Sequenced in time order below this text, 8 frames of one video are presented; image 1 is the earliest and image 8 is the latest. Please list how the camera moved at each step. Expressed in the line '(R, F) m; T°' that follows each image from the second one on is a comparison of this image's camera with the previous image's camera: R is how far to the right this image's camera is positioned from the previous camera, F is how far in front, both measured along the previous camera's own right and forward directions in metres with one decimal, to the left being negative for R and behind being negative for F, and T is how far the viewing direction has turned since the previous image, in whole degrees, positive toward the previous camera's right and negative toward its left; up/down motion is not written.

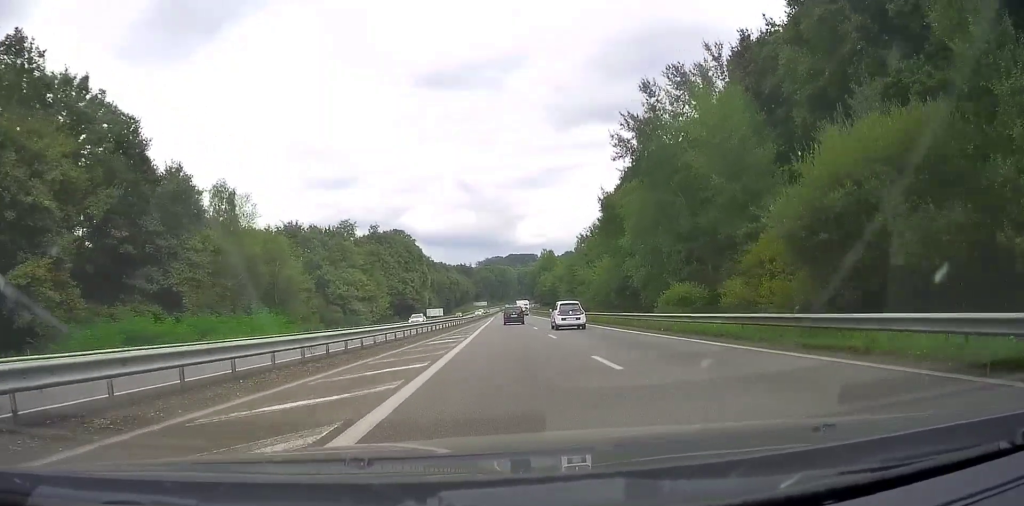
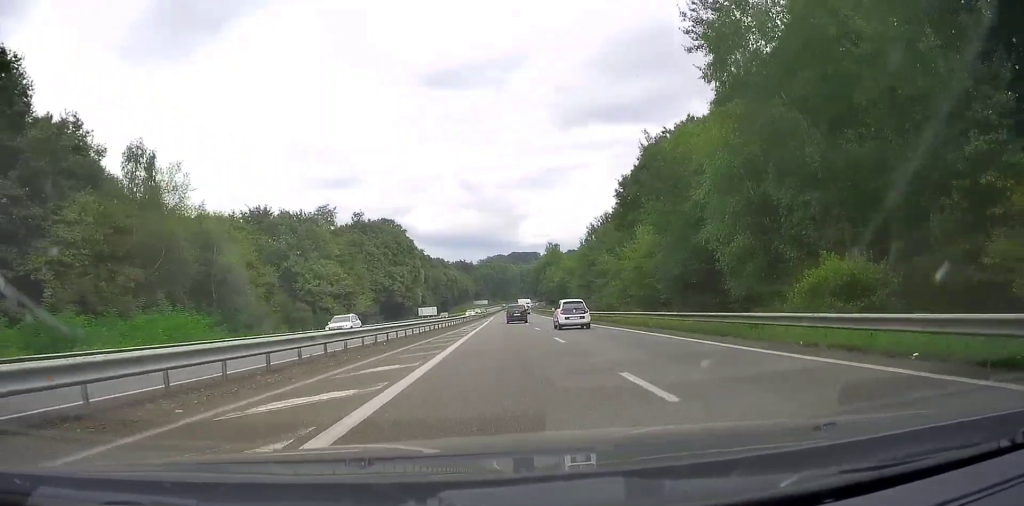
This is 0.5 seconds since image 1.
(0.0, +15.3) m; 0°
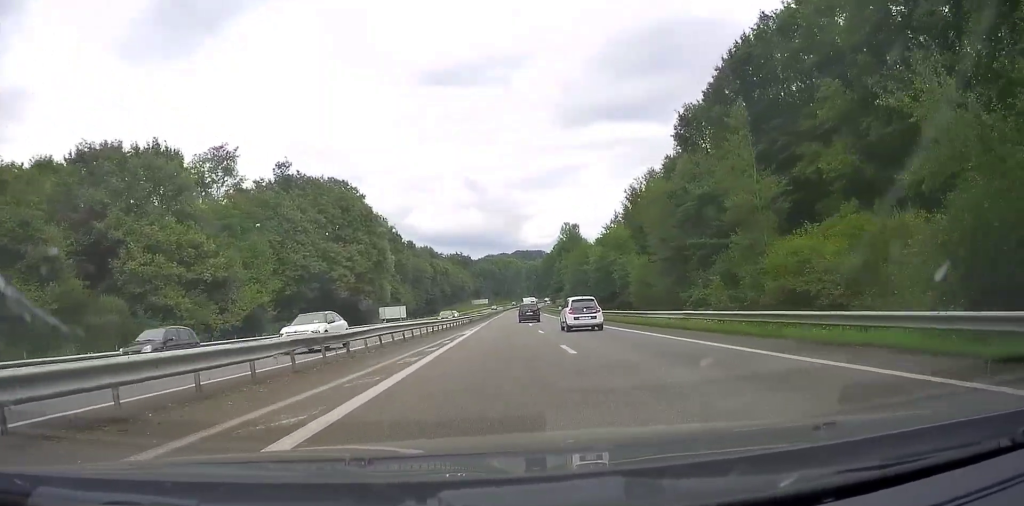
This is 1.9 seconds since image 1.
(+0.3, +41.6) m; 0°
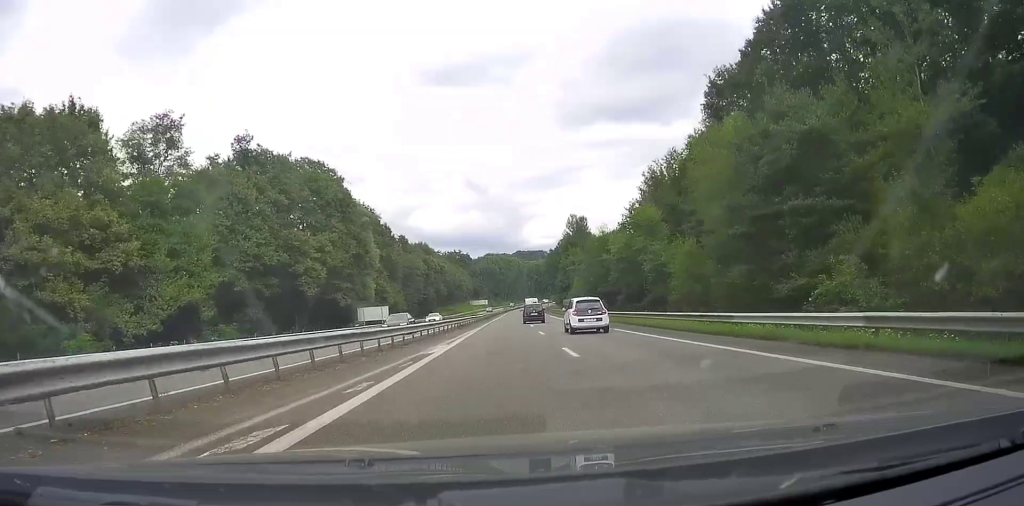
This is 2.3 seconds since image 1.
(+0.3, +12.9) m; 0°
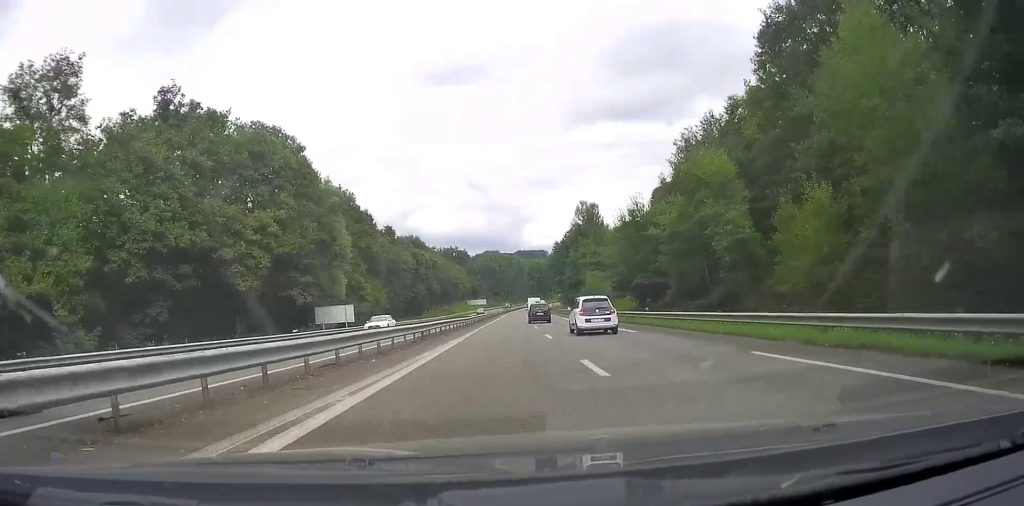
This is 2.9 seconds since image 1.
(-0.2, +16.9) m; -1°
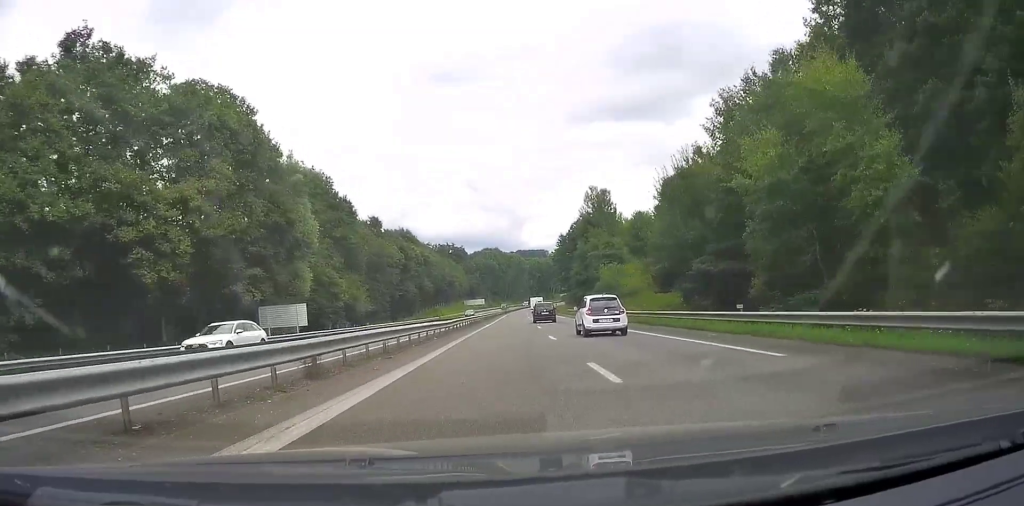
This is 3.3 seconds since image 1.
(-0.4, +13.9) m; 0°
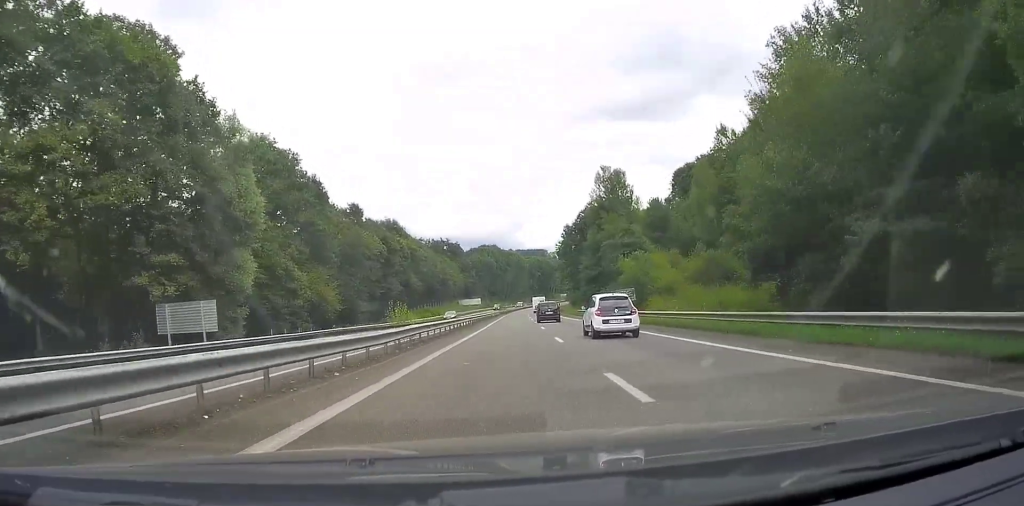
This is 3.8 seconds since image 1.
(-0.1, +14.6) m; 0°
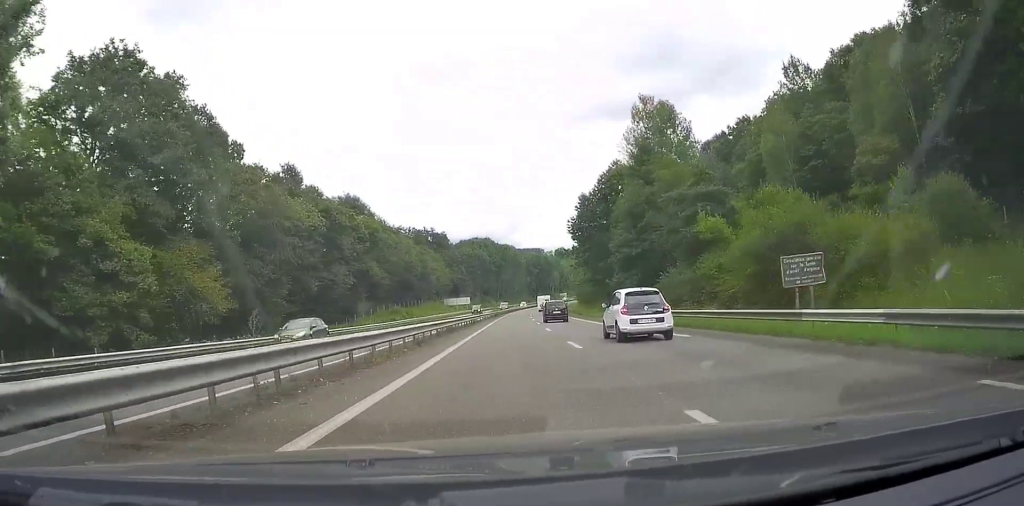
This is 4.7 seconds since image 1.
(+0.3, +30.1) m; +1°
